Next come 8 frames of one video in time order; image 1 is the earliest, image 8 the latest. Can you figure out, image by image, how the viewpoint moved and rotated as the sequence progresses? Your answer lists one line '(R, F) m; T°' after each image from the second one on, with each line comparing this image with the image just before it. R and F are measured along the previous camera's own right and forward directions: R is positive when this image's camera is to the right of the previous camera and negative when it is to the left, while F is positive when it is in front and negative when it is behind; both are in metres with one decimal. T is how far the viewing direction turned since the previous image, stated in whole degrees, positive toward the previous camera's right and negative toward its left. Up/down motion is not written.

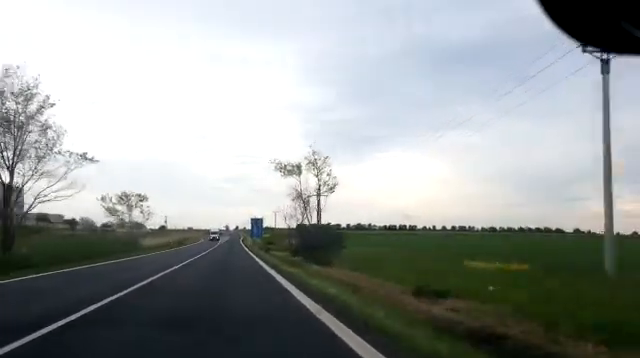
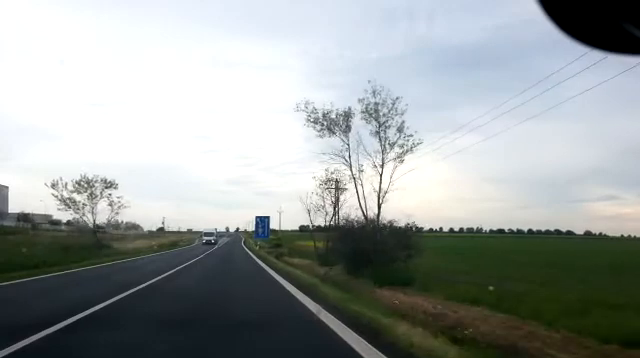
(-0.1, +14.7) m; 0°
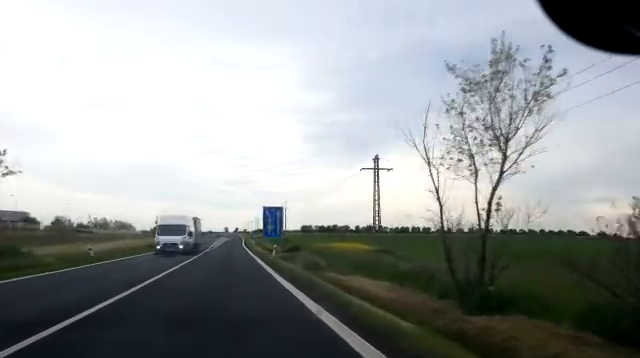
(0.0, +21.1) m; 0°
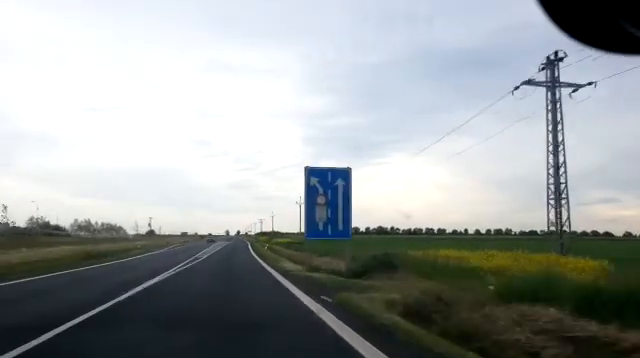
(+0.3, +29.0) m; 0°
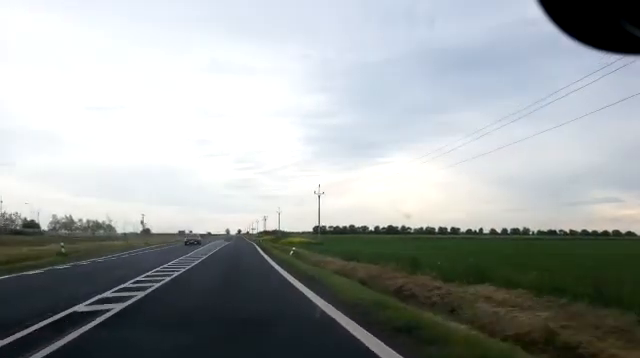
(-0.2, +24.0) m; 0°
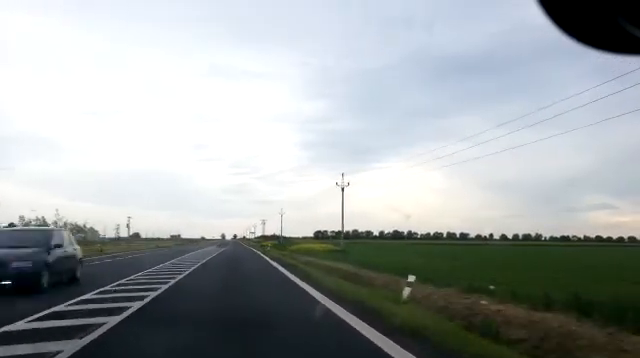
(+0.1, +22.2) m; -1°
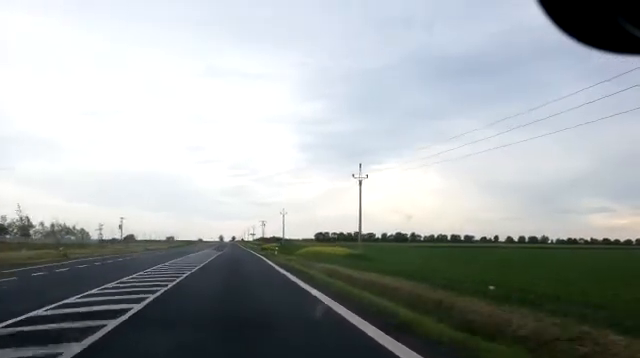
(0.0, +10.2) m; 0°
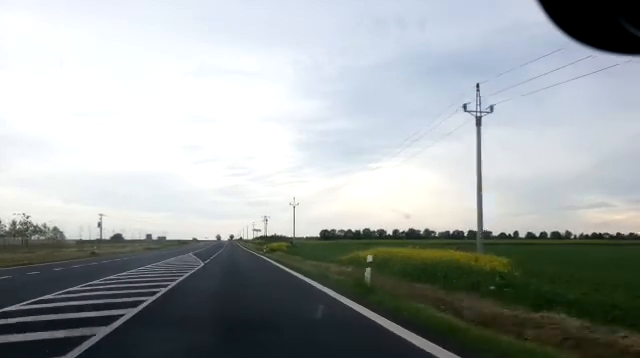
(-0.3, +28.1) m; 0°
